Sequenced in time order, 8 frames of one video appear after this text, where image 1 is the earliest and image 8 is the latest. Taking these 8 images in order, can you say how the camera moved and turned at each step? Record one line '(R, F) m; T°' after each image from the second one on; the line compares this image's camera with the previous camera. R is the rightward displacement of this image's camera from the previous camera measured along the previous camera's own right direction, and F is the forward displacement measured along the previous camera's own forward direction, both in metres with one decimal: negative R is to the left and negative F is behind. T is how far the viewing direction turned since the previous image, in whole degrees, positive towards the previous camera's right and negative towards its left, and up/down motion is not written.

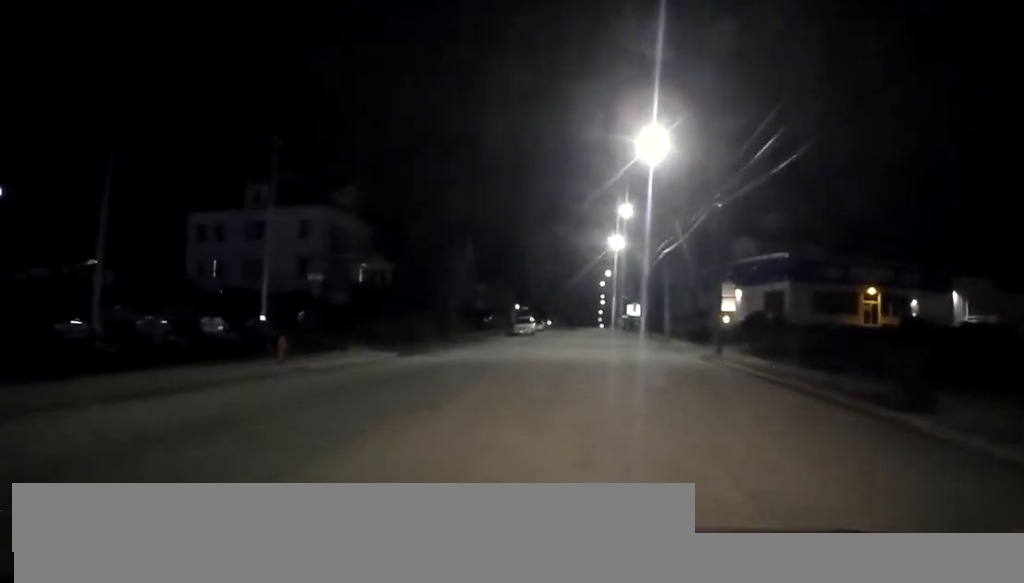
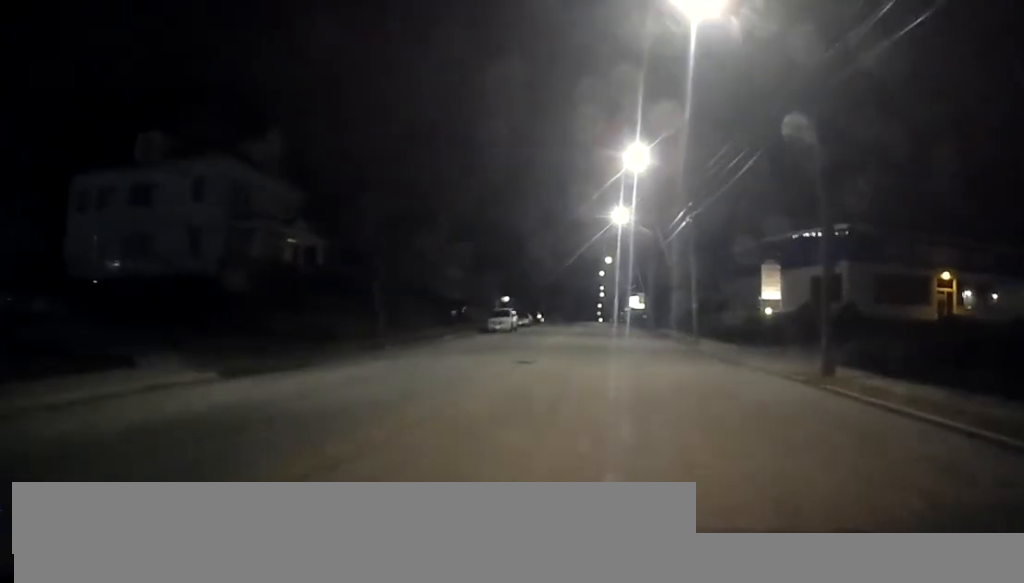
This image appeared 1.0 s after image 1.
(-0.2, +15.1) m; 0°
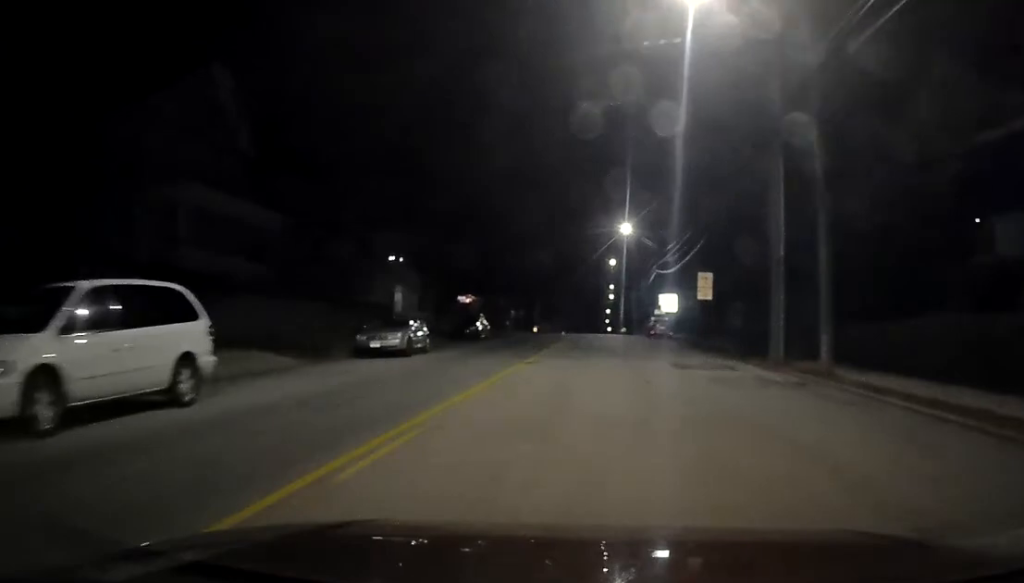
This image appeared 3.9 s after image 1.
(+0.9, +44.4) m; 0°
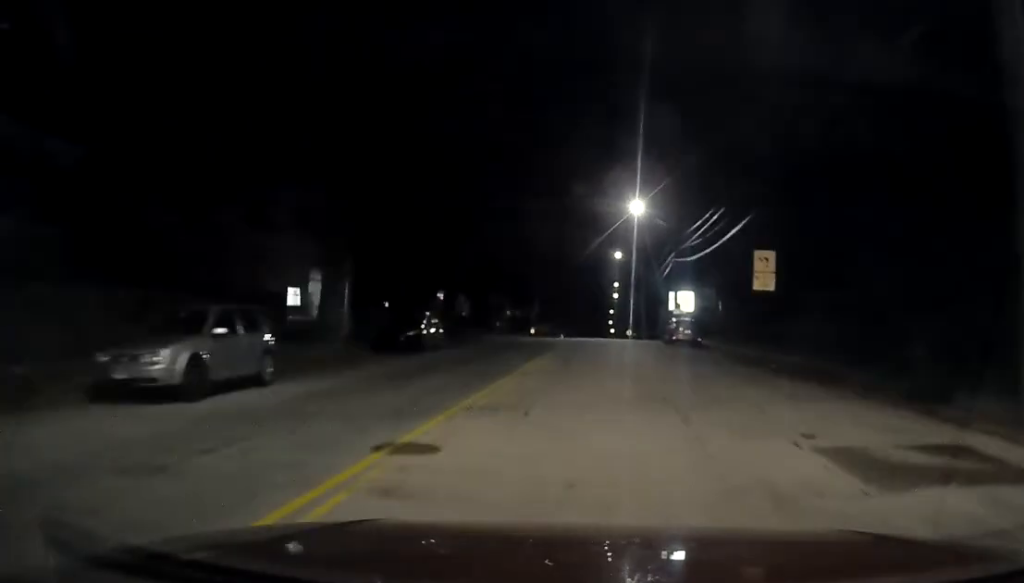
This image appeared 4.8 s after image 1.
(-0.1, +12.6) m; 0°
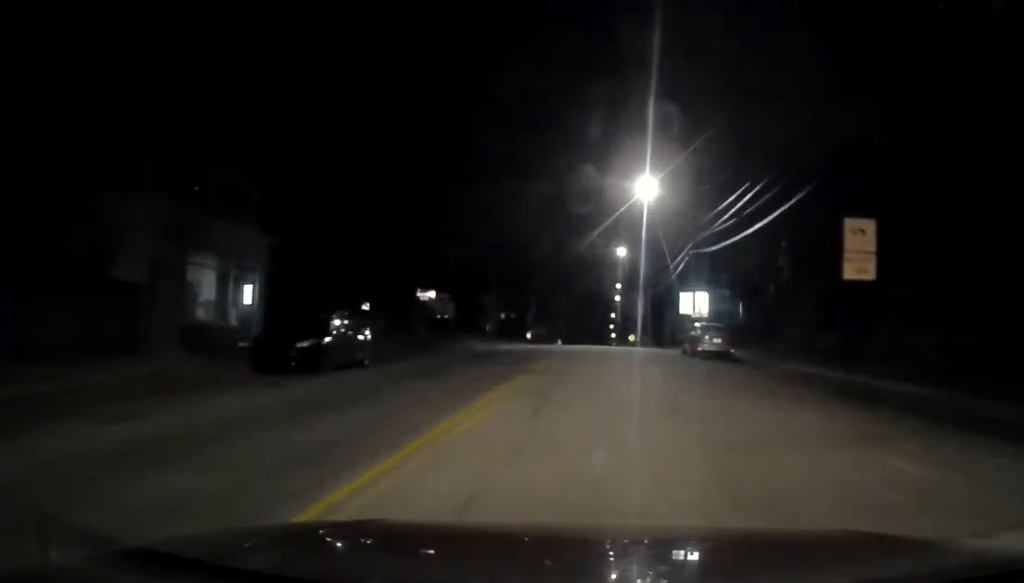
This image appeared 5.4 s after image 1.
(-0.3, +9.1) m; 0°
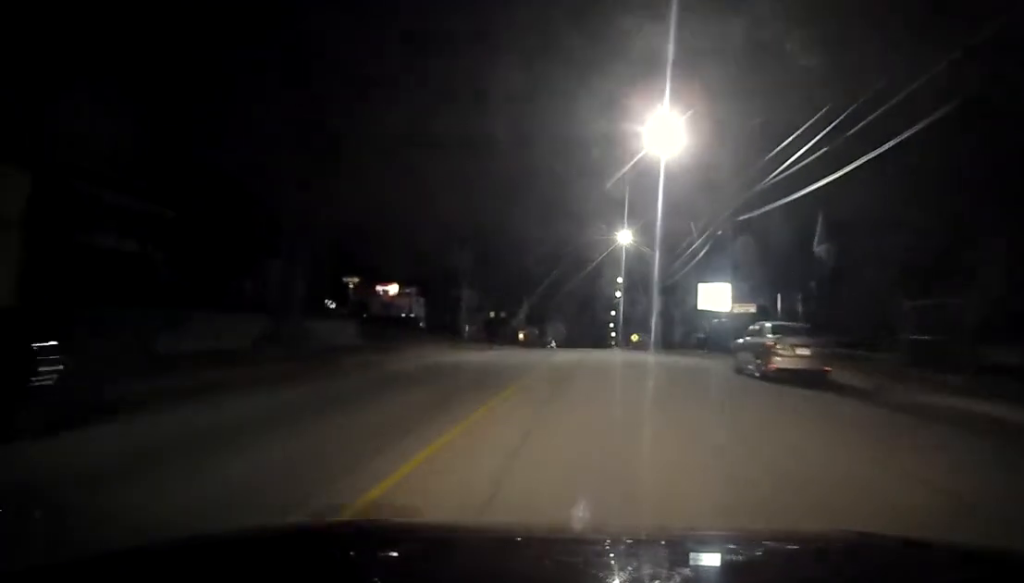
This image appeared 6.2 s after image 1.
(+0.5, +12.9) m; +1°
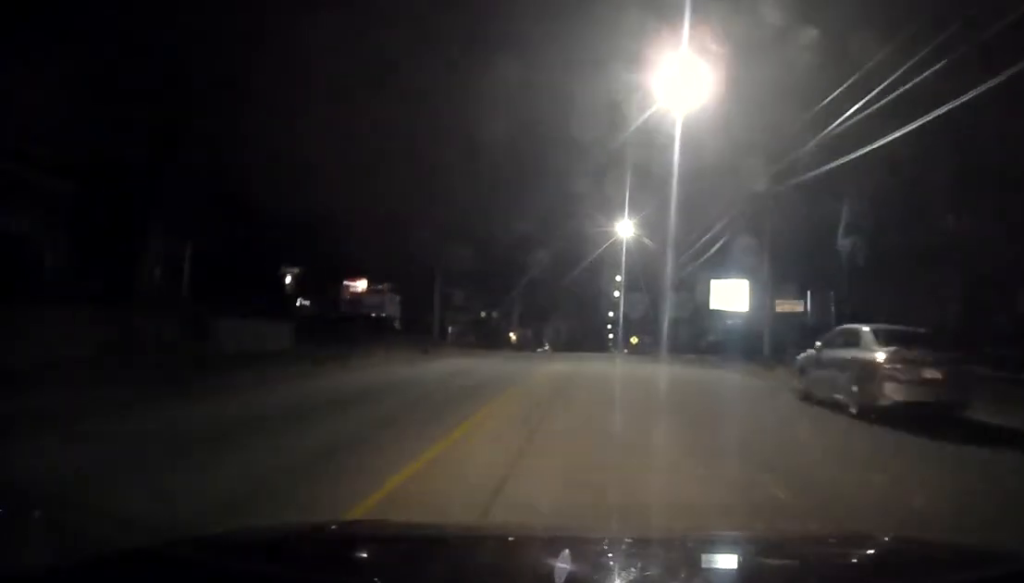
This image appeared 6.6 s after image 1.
(0.0, +5.9) m; 0°
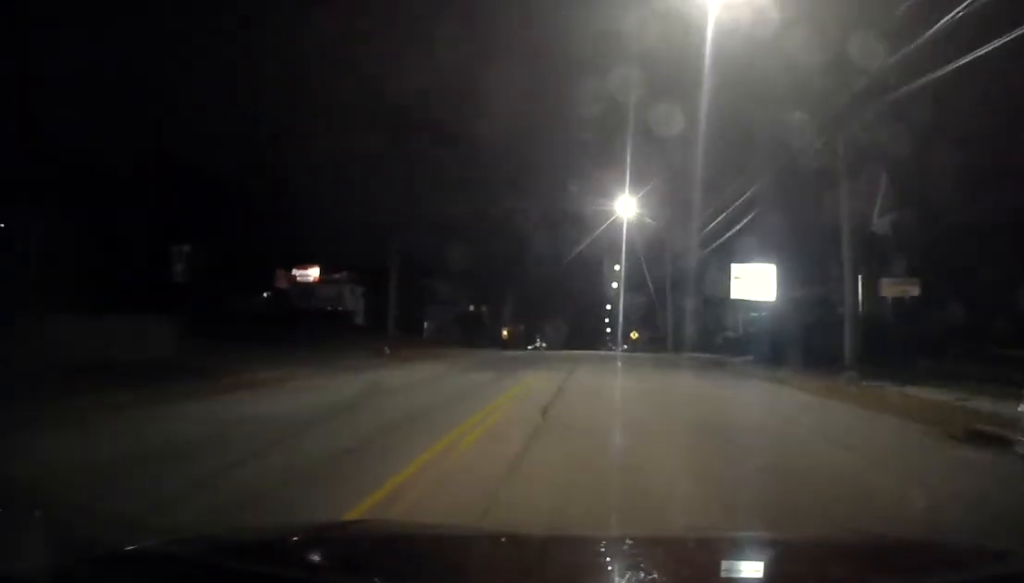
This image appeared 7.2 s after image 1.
(-0.2, +7.8) m; 0°
